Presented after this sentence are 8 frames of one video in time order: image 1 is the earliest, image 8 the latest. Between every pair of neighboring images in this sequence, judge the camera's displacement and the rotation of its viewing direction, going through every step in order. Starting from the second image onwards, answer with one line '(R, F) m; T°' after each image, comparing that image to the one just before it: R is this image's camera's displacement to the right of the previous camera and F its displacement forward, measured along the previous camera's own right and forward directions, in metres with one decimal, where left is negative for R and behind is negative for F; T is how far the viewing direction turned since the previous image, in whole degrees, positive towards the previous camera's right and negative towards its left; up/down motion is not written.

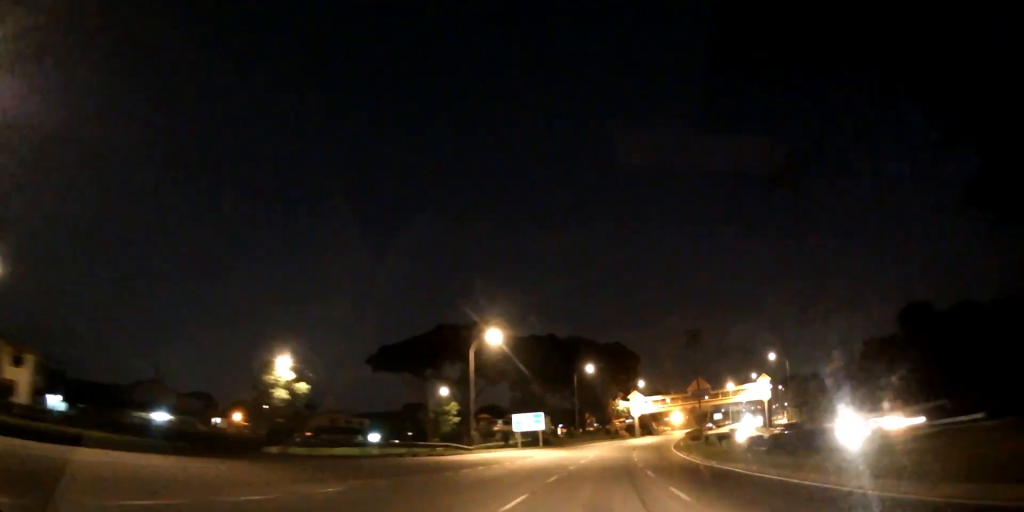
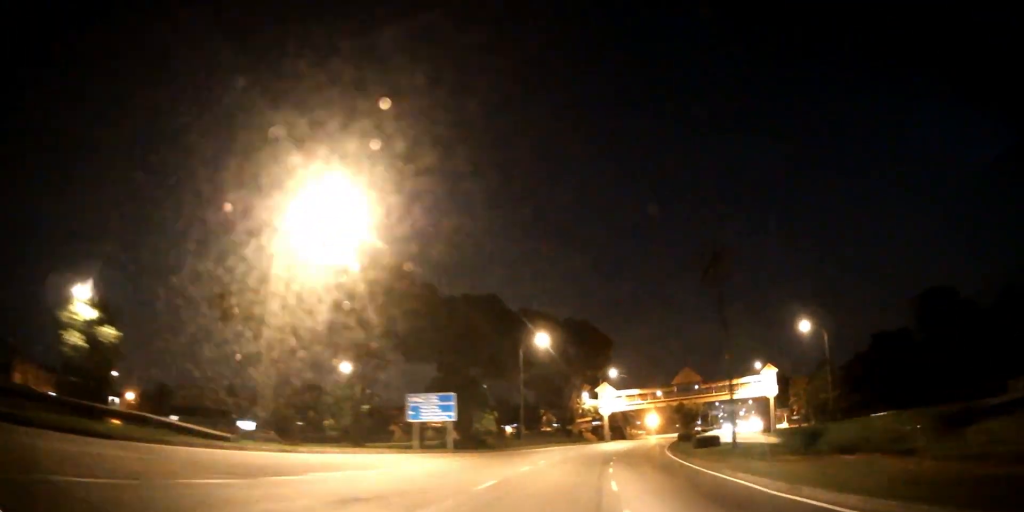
(+0.8, +27.1) m; +4°
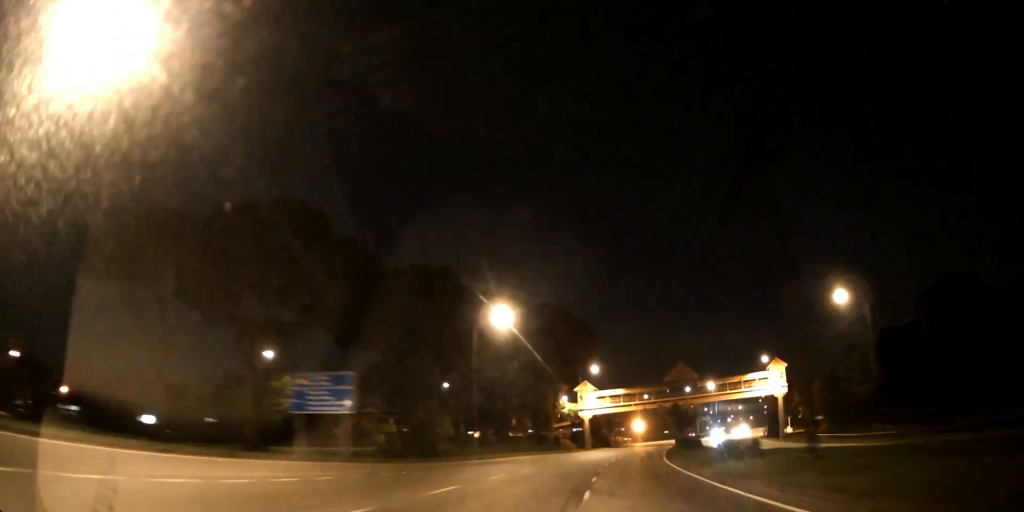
(+0.1, +14.8) m; +2°
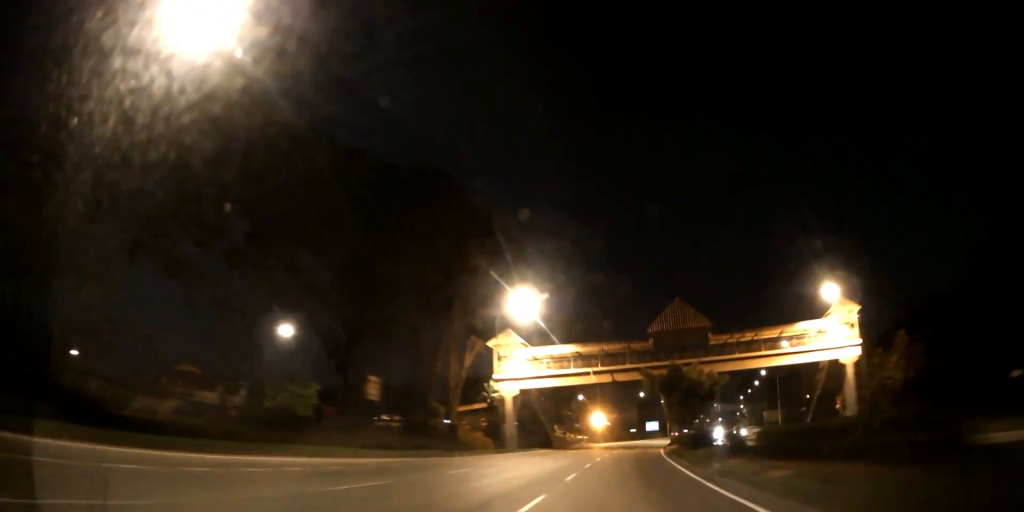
(+1.8, +39.2) m; +4°
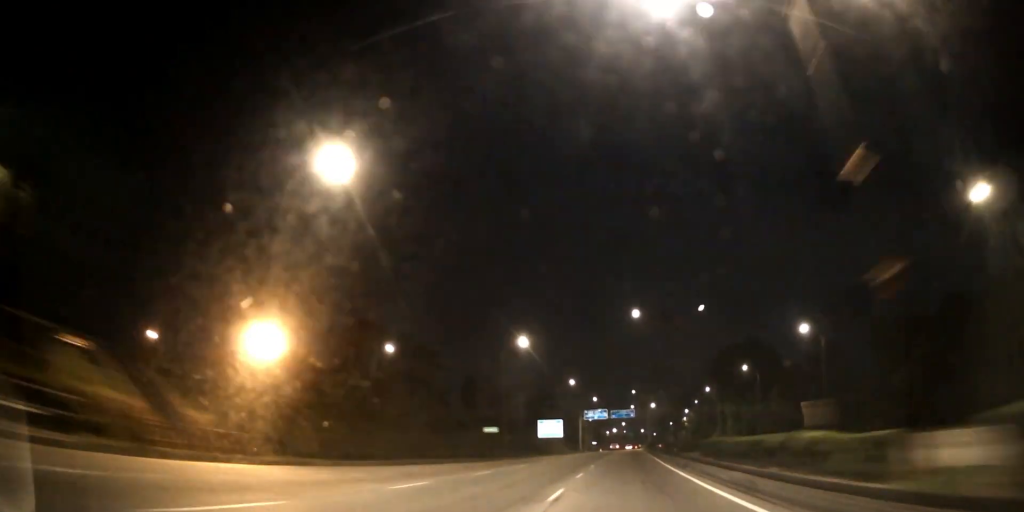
(+6.5, +89.8) m; +9°
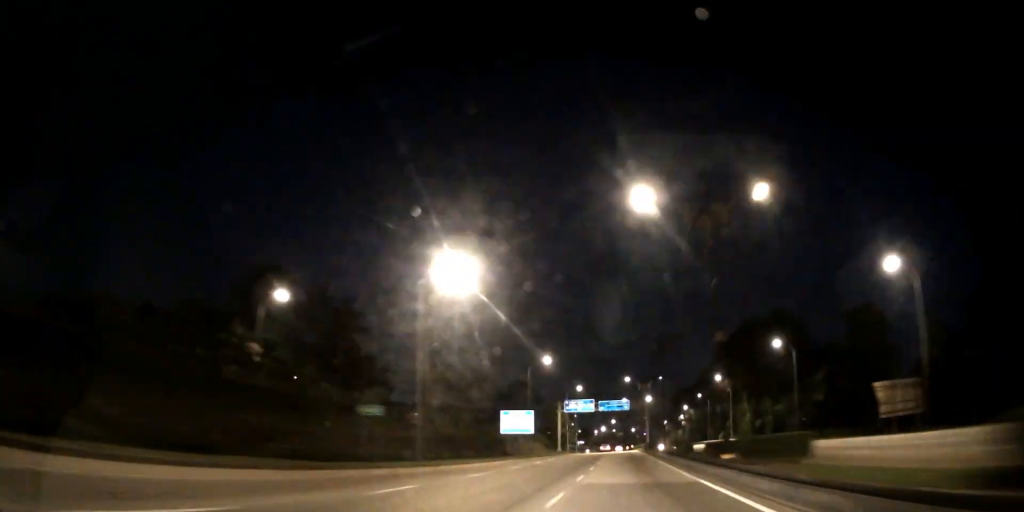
(+0.8, +23.0) m; +2°
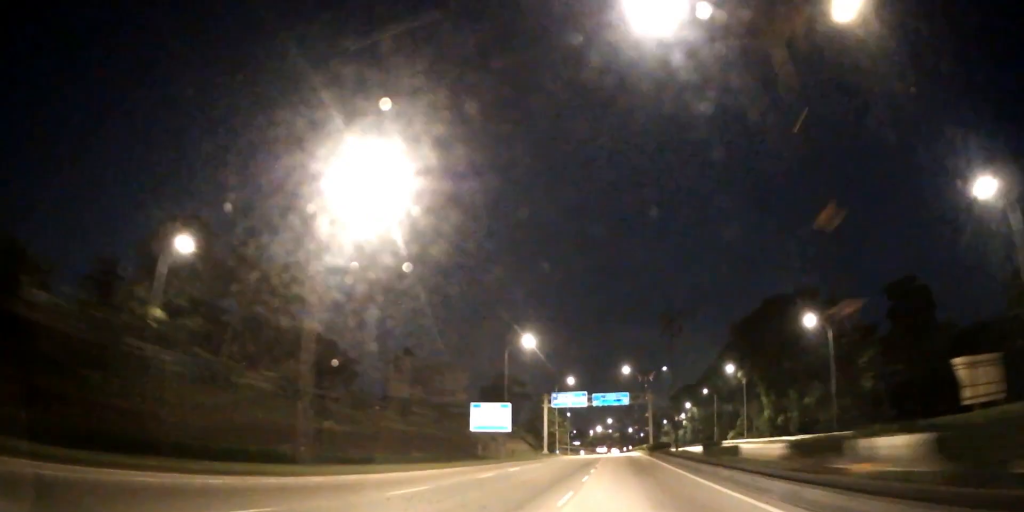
(+0.1, +13.4) m; 0°
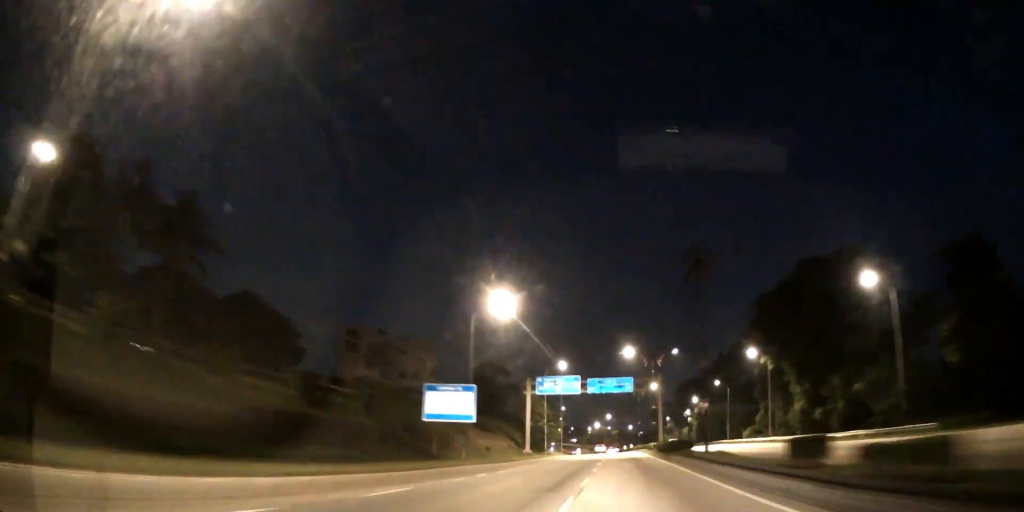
(0.0, +15.4) m; 0°
